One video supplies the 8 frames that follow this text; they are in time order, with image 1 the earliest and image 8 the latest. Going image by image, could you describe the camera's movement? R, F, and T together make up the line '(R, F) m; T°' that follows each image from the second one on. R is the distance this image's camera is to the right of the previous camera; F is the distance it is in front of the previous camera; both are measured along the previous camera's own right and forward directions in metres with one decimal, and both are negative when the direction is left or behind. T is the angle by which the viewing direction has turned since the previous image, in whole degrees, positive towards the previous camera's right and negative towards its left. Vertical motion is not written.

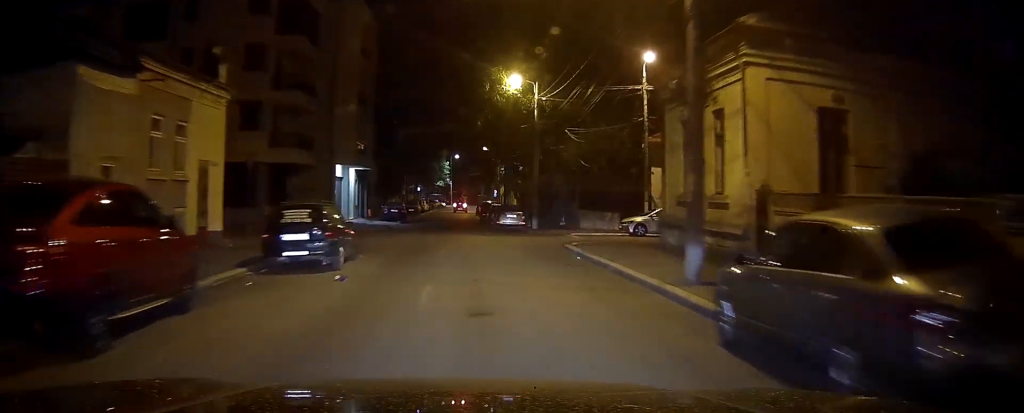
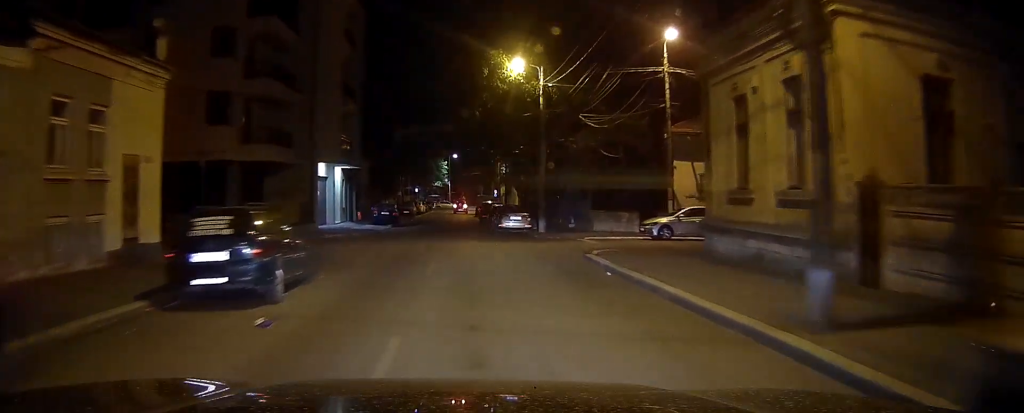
(0.0, +5.1) m; 0°
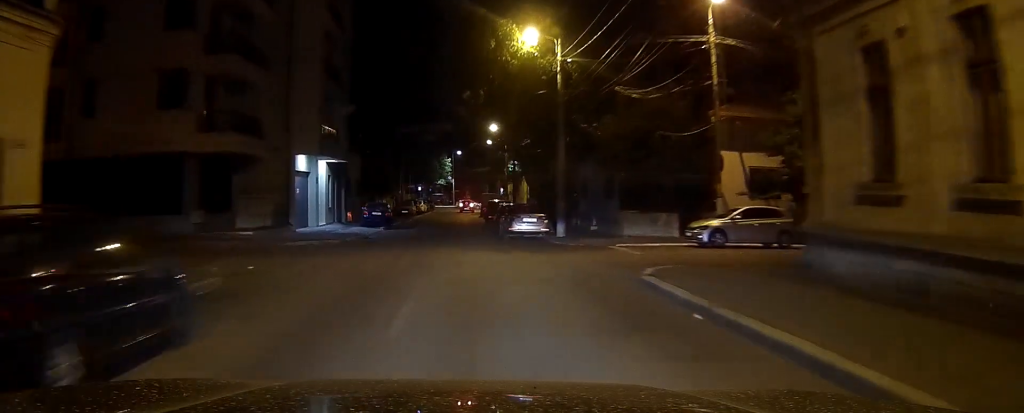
(+0.1, +5.9) m; 0°
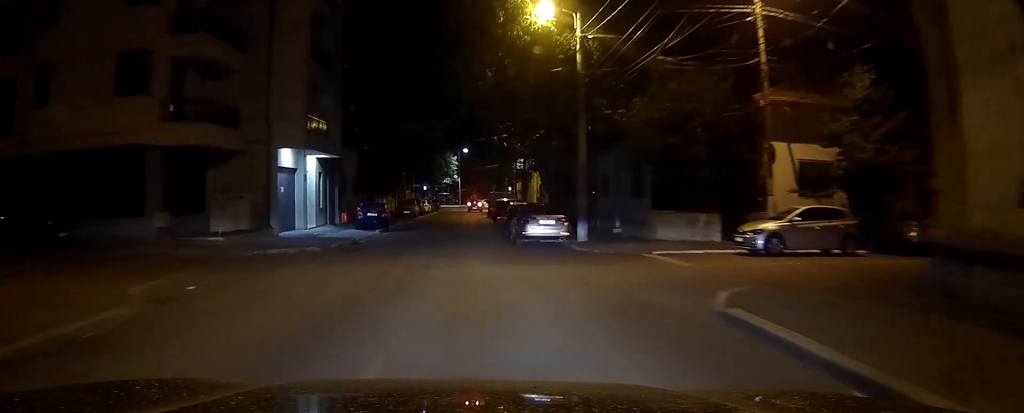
(0.0, +4.2) m; 0°
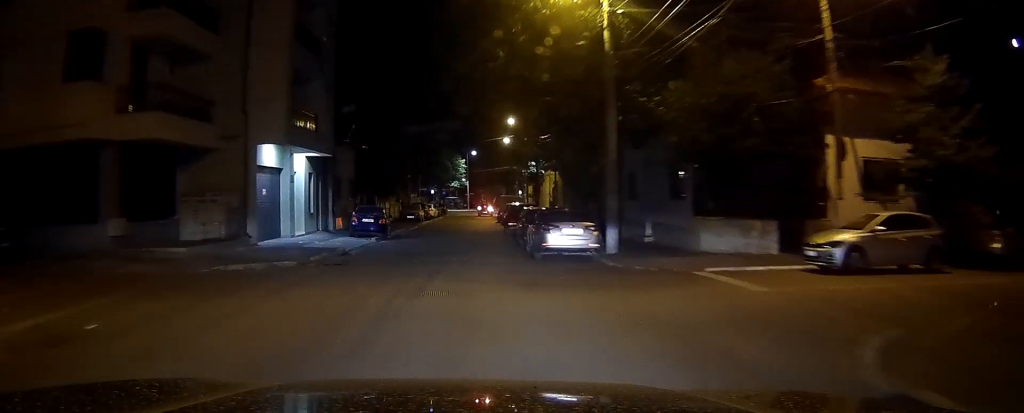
(0.0, +3.9) m; 0°
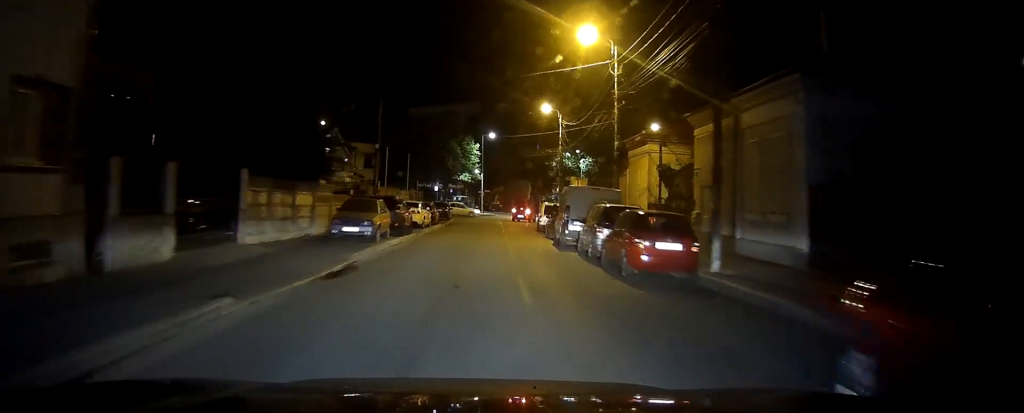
(-0.4, +30.8) m; -1°
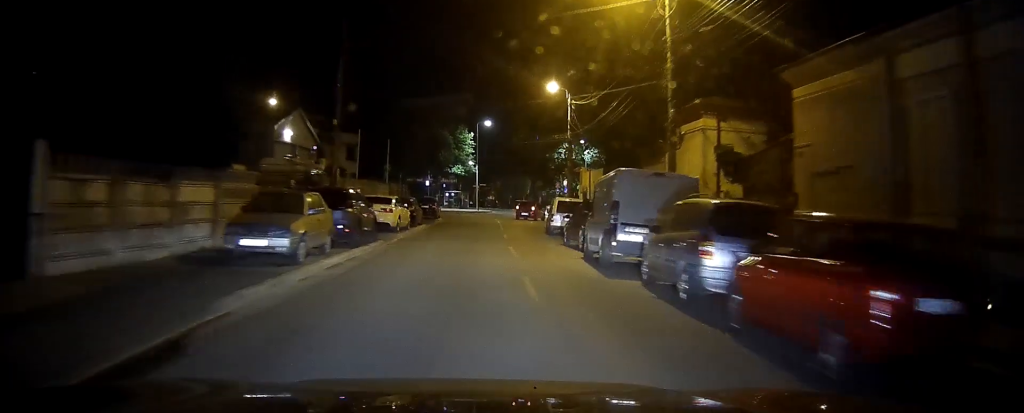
(0.0, +8.5) m; 0°
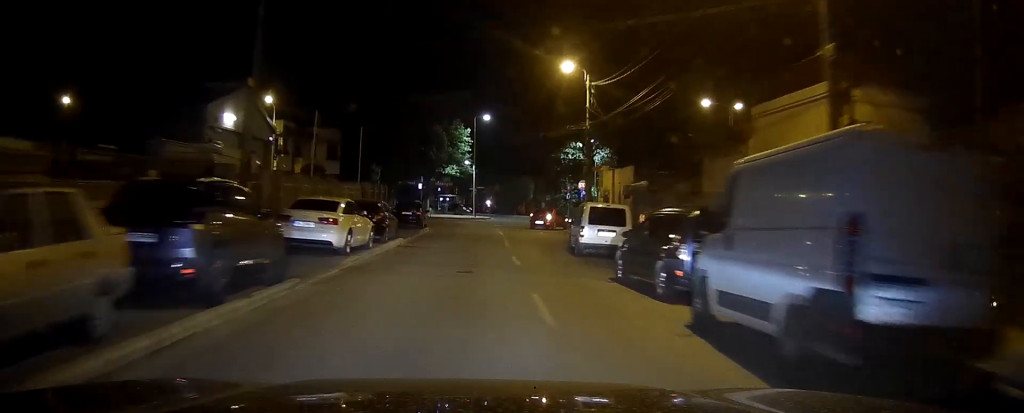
(0.0, +9.3) m; 0°
